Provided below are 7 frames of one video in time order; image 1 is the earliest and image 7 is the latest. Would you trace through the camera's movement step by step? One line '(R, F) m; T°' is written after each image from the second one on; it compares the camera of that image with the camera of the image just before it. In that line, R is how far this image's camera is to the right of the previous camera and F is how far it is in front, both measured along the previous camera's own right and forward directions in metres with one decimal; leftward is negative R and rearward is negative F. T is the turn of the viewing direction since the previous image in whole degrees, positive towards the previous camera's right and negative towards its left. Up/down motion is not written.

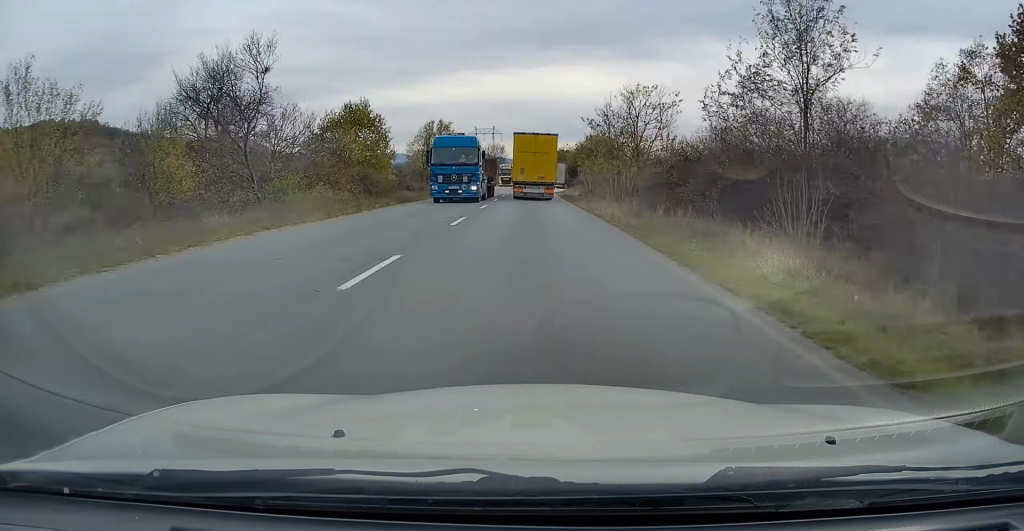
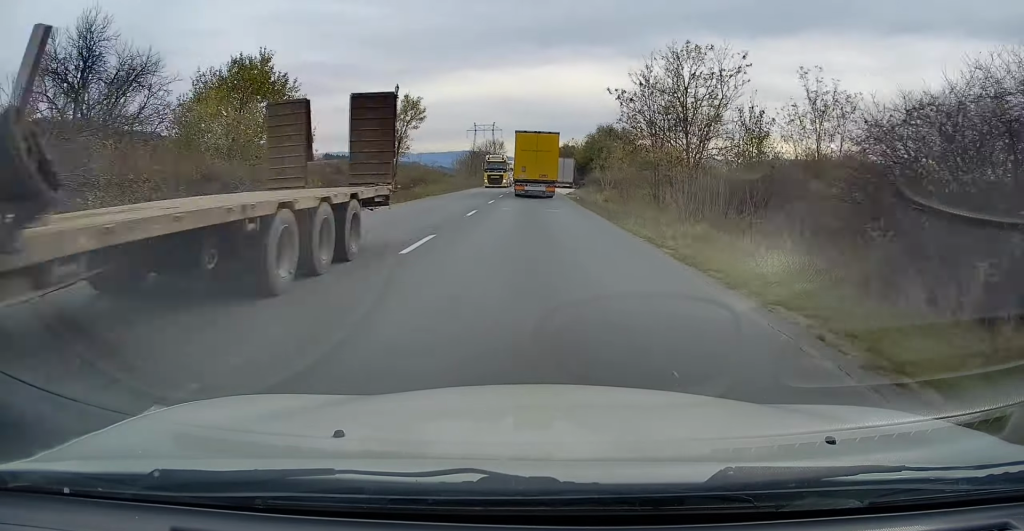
(-0.1, +16.6) m; 0°
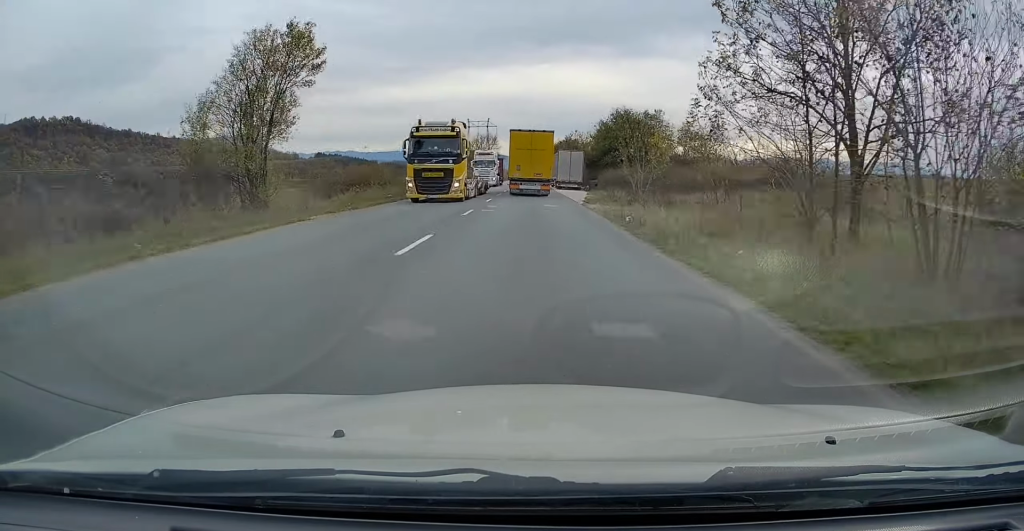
(0.0, +19.9) m; 0°
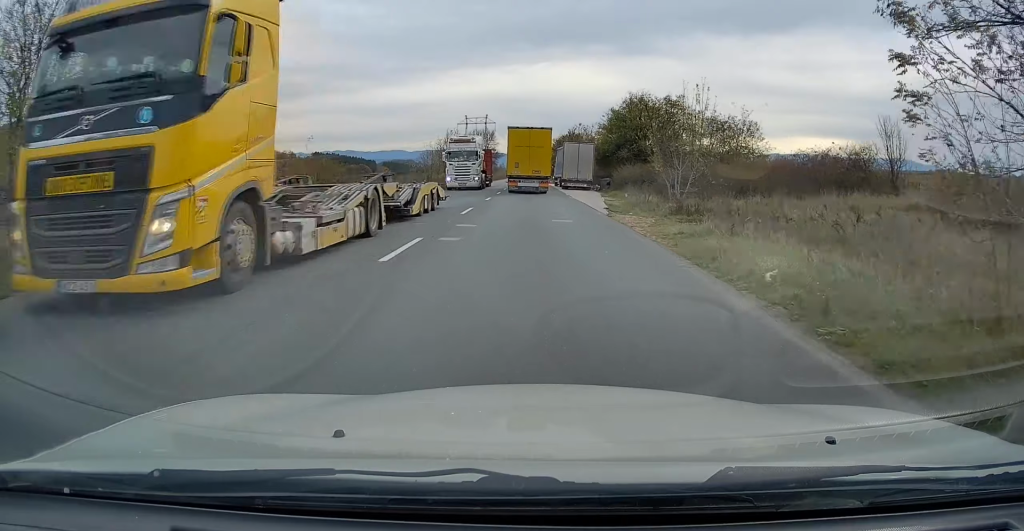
(0.0, +10.6) m; 0°
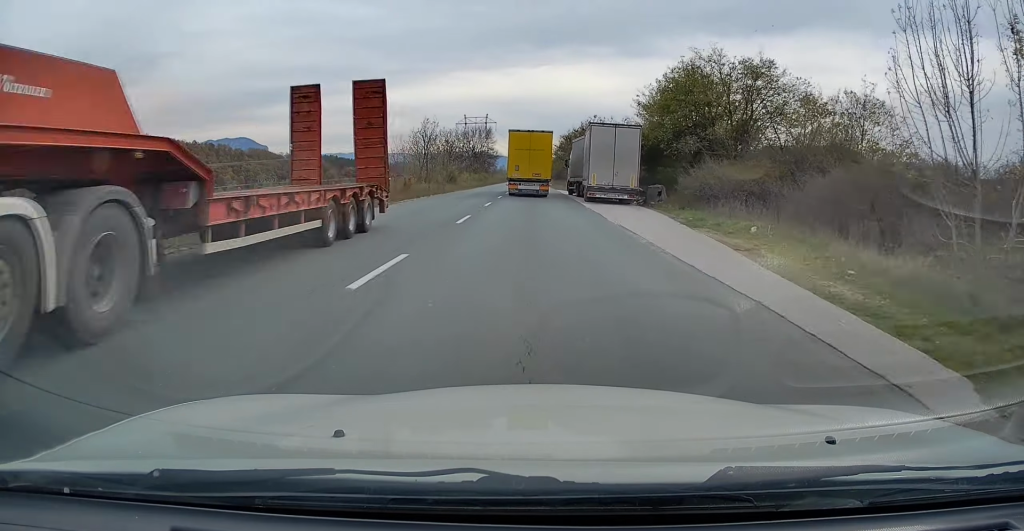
(0.0, +22.0) m; 0°
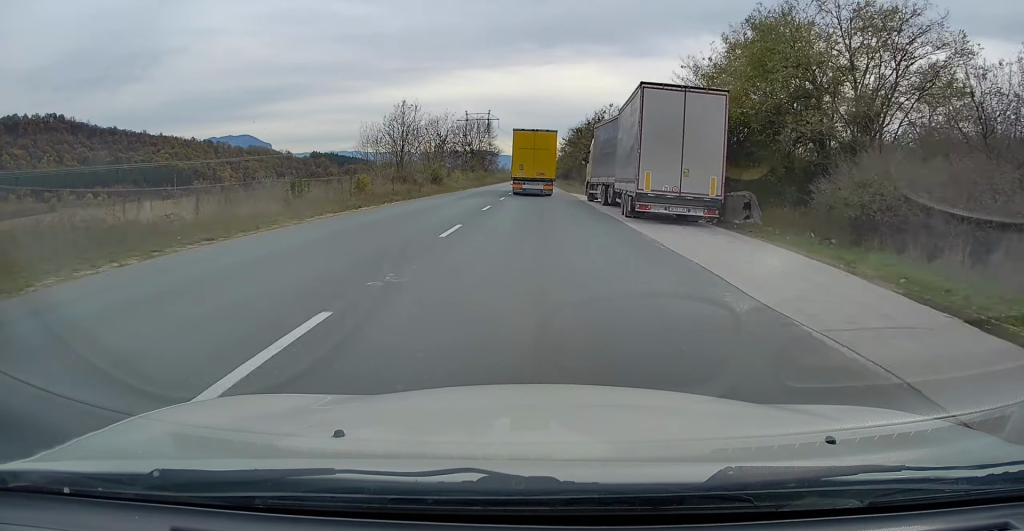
(0.0, +14.0) m; 0°
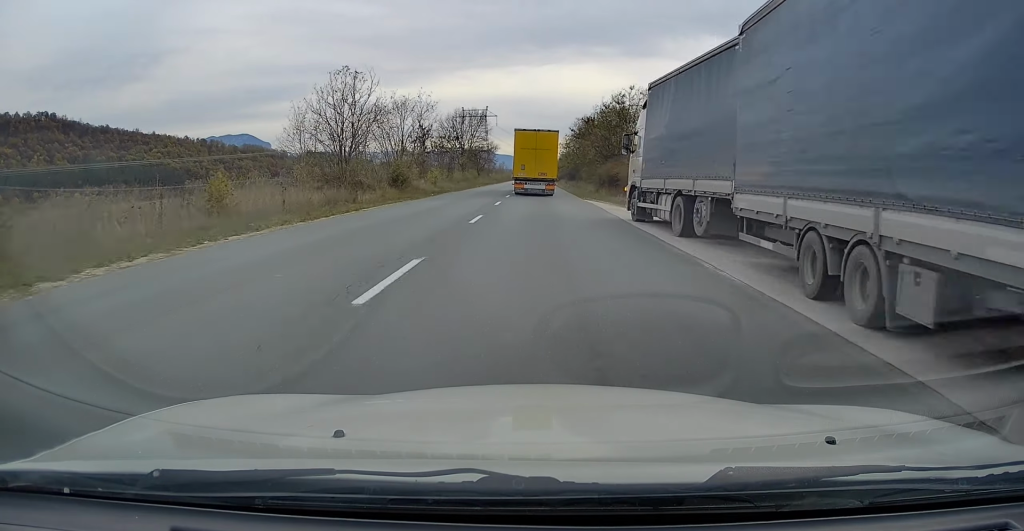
(0.0, +16.0) m; 0°
